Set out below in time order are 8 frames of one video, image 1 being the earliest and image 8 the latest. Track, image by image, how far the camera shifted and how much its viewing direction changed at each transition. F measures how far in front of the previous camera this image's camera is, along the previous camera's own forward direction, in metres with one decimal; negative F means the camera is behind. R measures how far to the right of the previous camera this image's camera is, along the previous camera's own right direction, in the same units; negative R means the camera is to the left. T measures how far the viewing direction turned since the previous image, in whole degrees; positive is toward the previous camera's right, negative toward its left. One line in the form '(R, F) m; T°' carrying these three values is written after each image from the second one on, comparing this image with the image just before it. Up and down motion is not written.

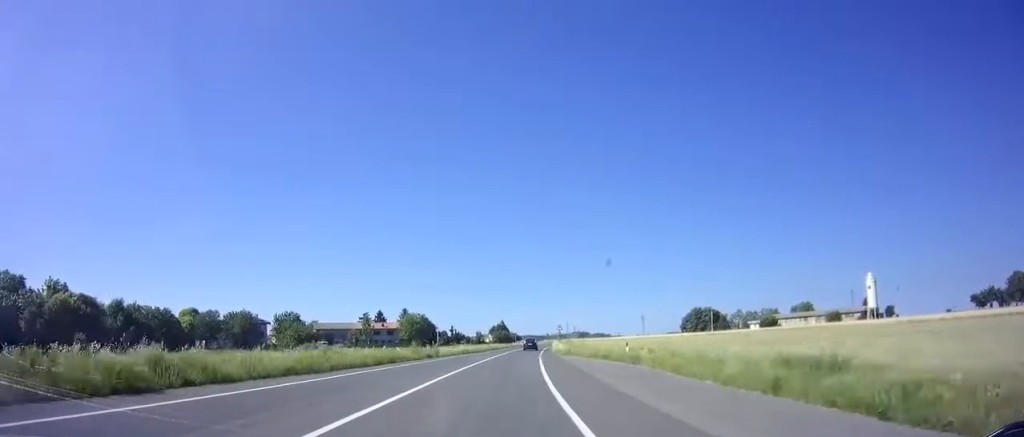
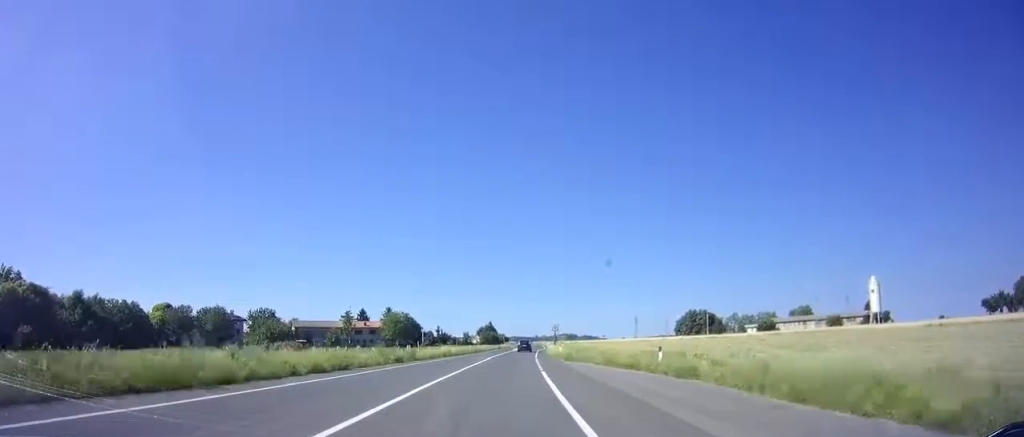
(+0.1, +7.8) m; +1°
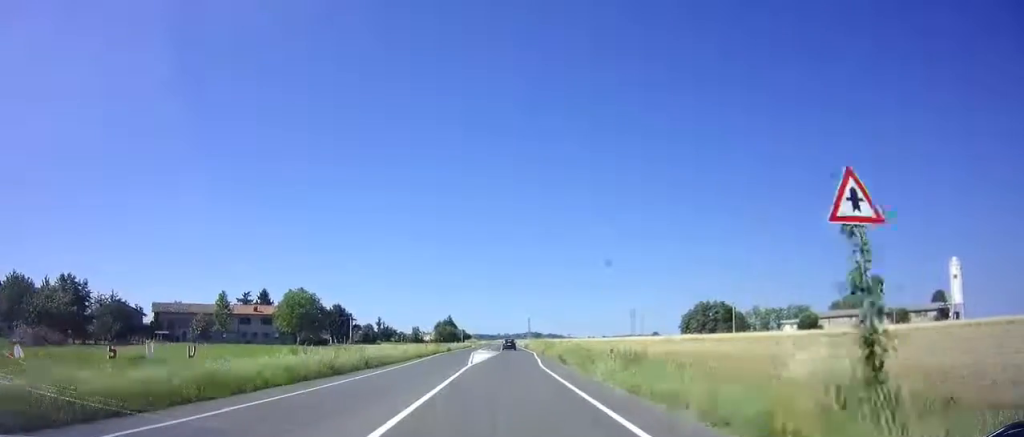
(+2.6, +52.5) m; +5°
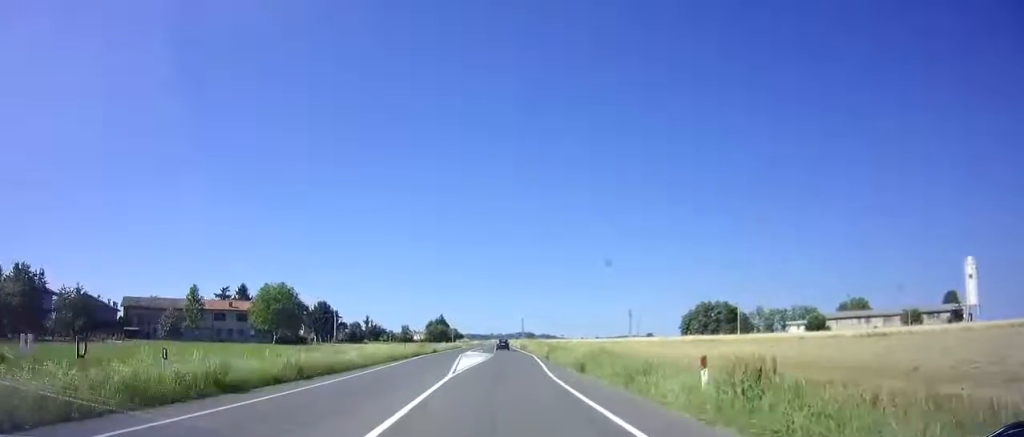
(+0.1, +8.5) m; +1°
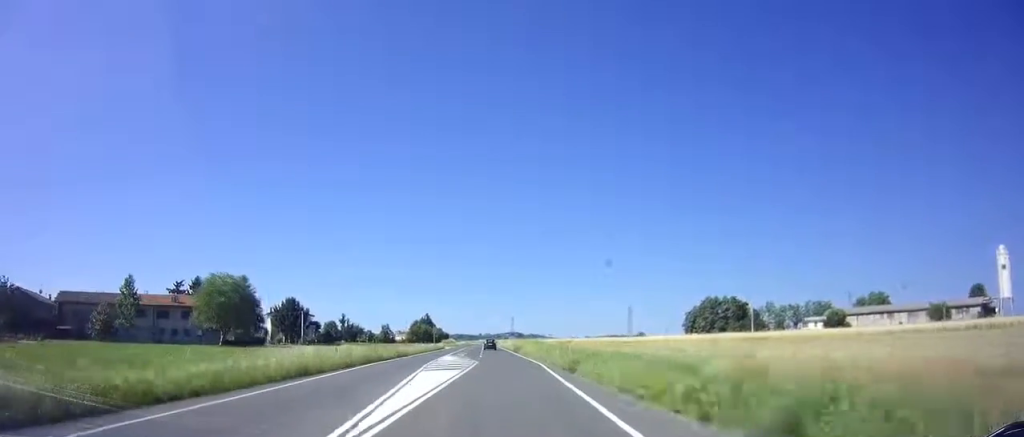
(+0.2, +15.0) m; +1°
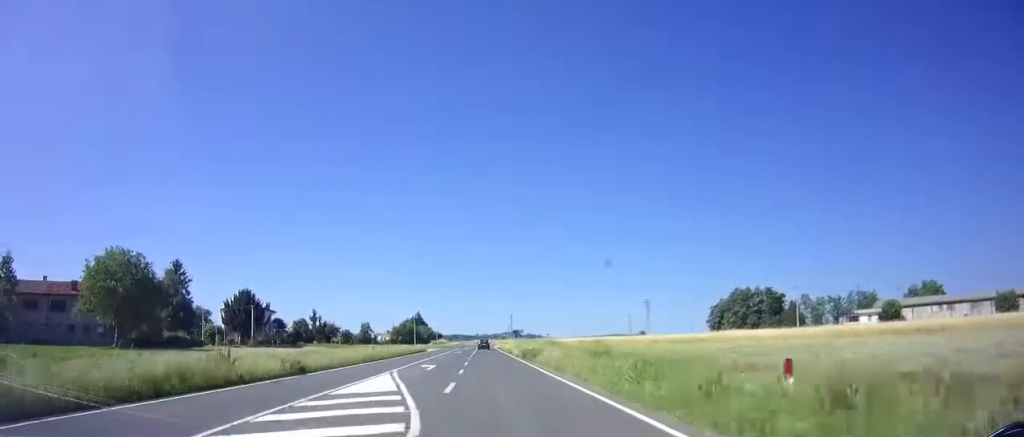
(+0.1, +23.4) m; 0°
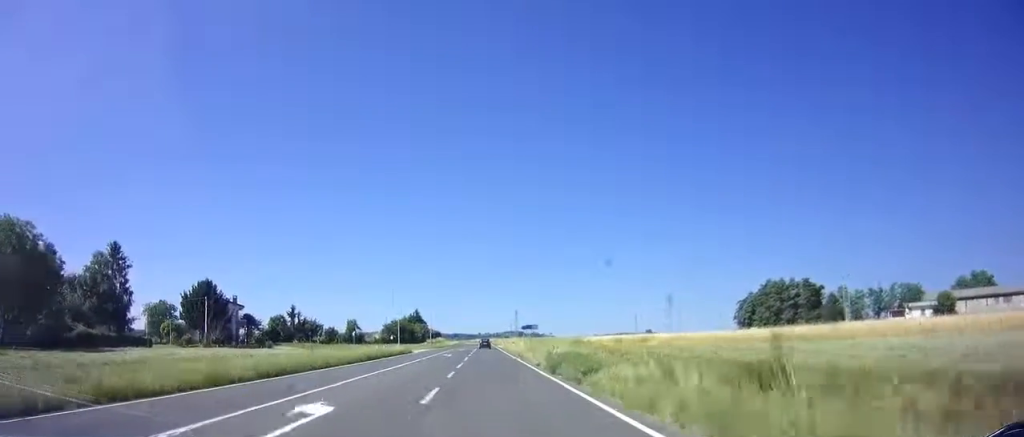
(0.0, +16.9) m; 0°
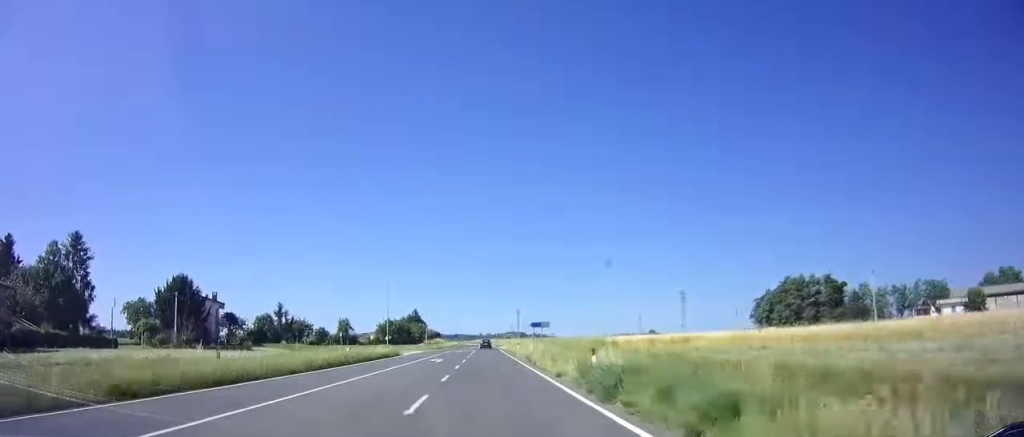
(0.0, +9.1) m; 0°
